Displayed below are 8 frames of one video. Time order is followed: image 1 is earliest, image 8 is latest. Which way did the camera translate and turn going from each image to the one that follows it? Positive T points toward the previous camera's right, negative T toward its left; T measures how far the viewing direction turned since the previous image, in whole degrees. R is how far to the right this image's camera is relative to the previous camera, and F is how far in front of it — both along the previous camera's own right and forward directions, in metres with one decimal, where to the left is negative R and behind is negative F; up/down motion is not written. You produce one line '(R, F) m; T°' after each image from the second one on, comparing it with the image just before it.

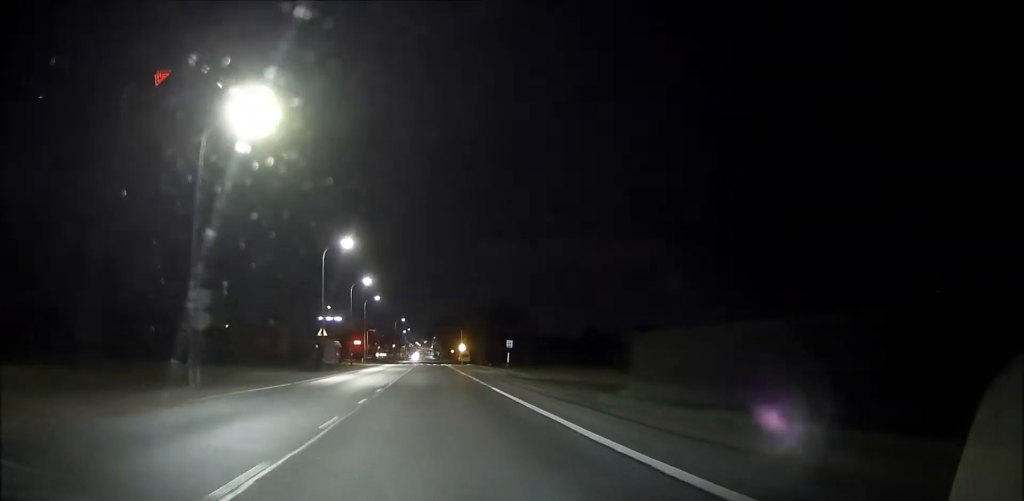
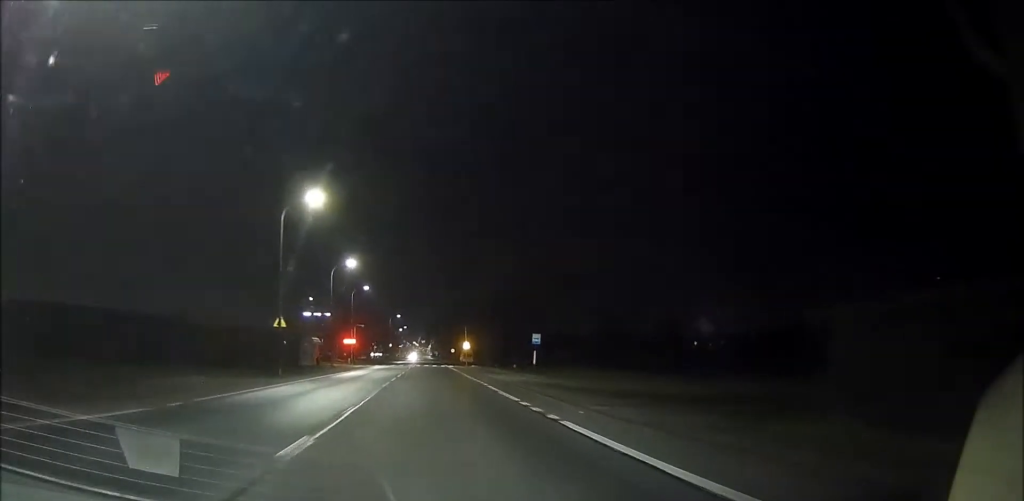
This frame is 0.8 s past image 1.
(0.0, +14.3) m; -1°
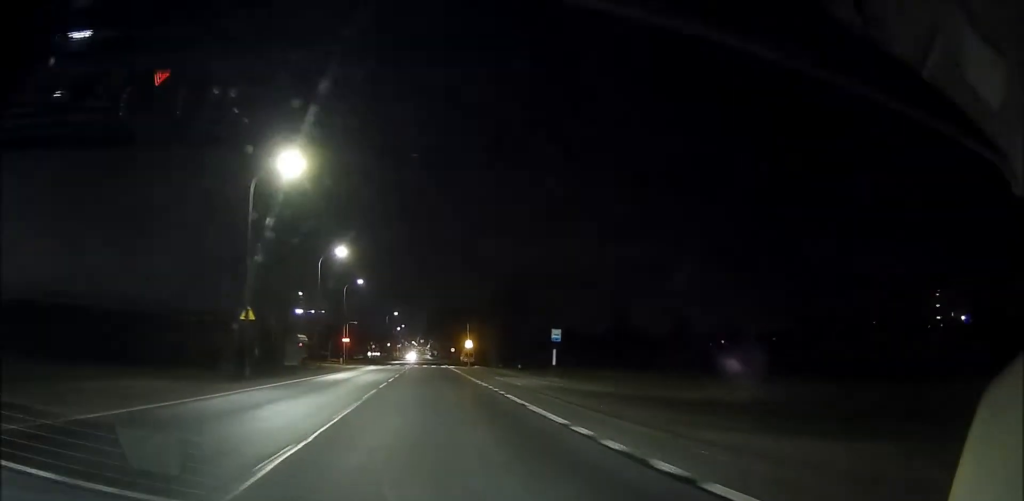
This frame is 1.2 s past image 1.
(-0.1, +7.0) m; 0°
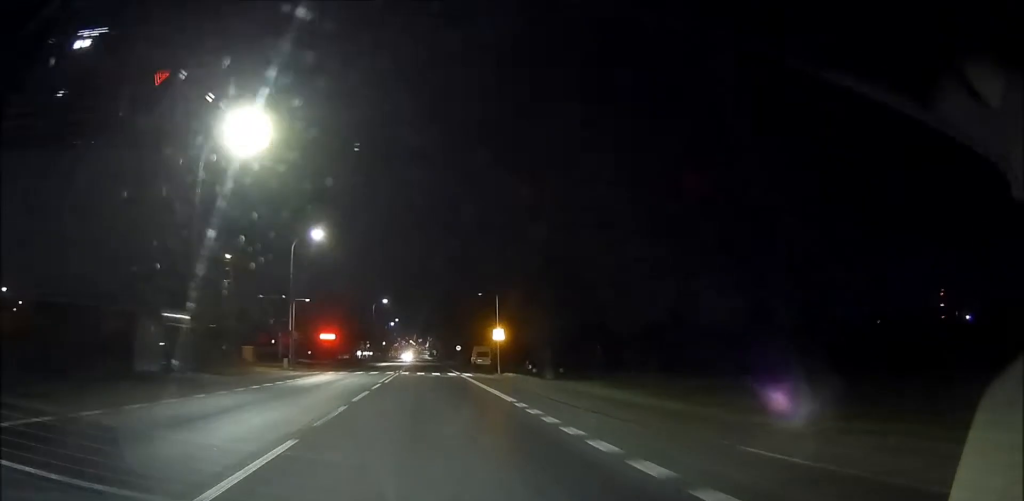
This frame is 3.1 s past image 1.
(-0.1, +32.2) m; 0°
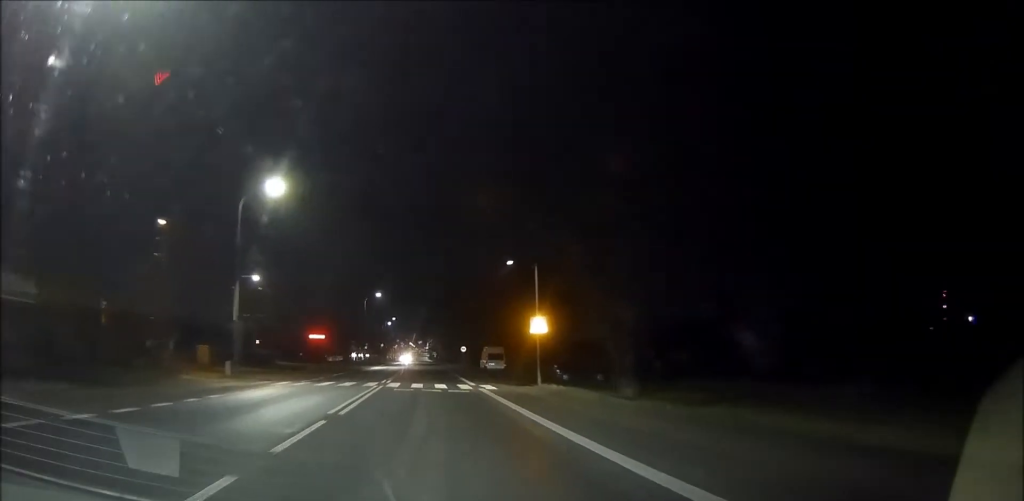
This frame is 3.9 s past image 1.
(+0.1, +14.9) m; 0°
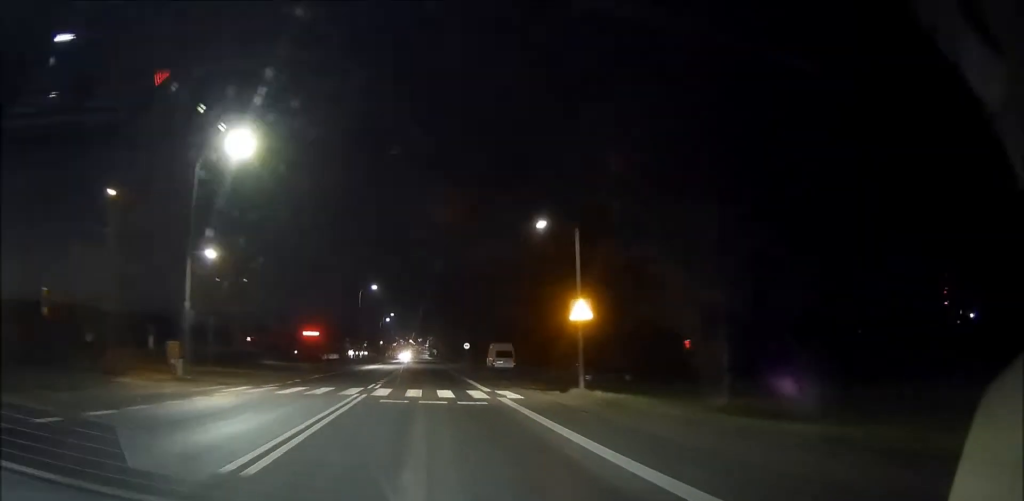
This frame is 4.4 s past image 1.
(0.0, +7.4) m; 0°
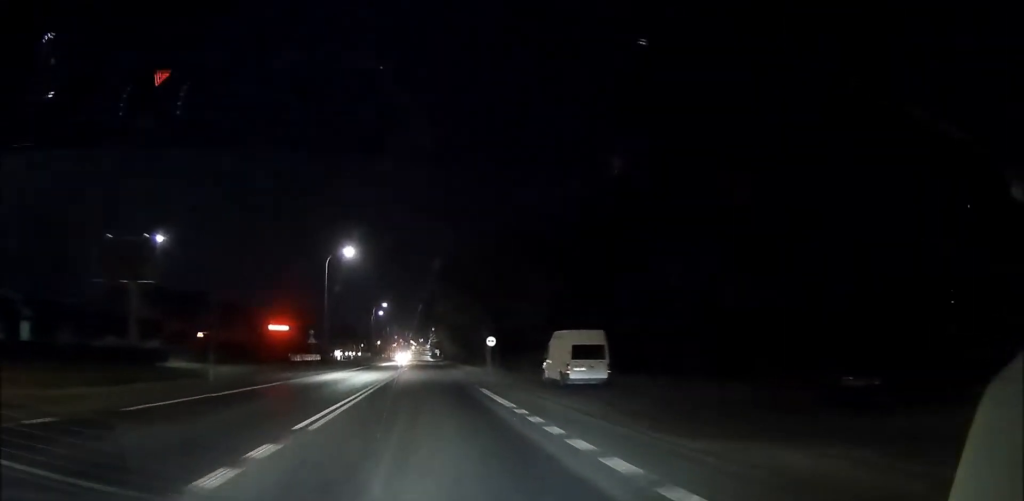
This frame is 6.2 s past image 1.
(-0.2, +30.4) m; 0°
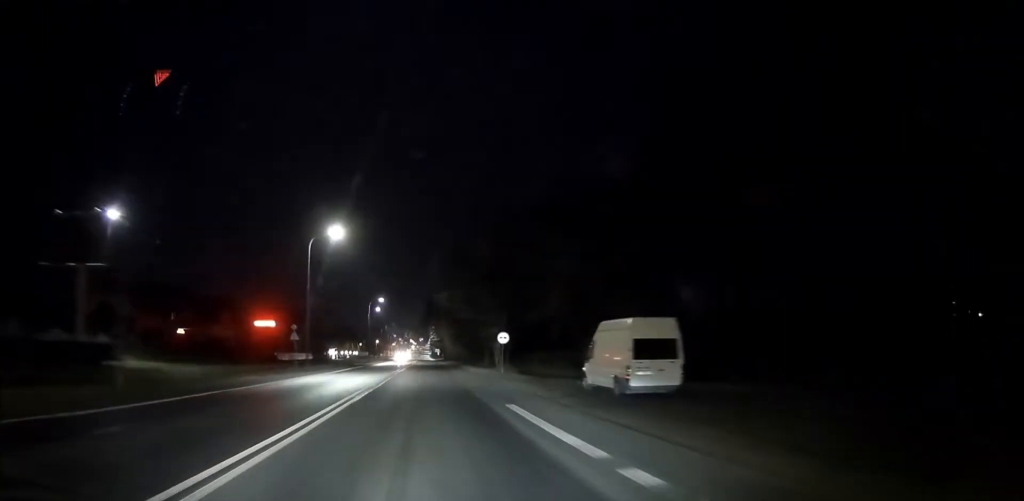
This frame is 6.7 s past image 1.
(0.0, +8.9) m; 0°
